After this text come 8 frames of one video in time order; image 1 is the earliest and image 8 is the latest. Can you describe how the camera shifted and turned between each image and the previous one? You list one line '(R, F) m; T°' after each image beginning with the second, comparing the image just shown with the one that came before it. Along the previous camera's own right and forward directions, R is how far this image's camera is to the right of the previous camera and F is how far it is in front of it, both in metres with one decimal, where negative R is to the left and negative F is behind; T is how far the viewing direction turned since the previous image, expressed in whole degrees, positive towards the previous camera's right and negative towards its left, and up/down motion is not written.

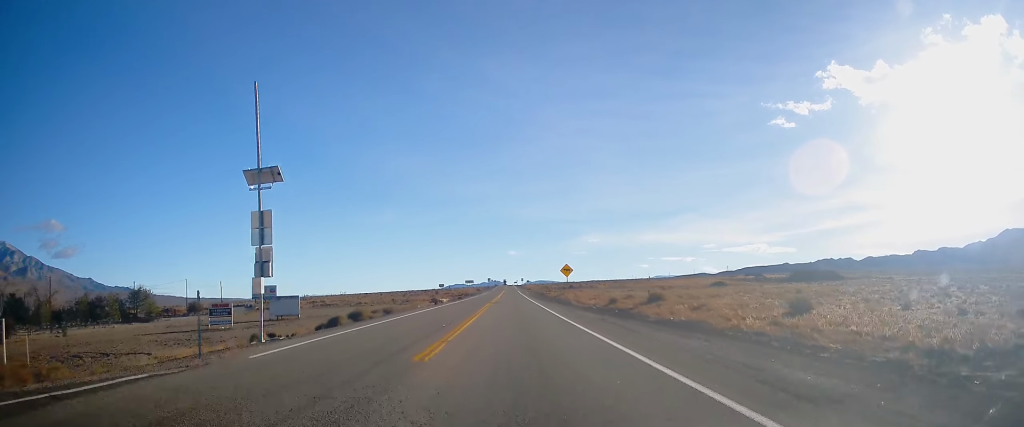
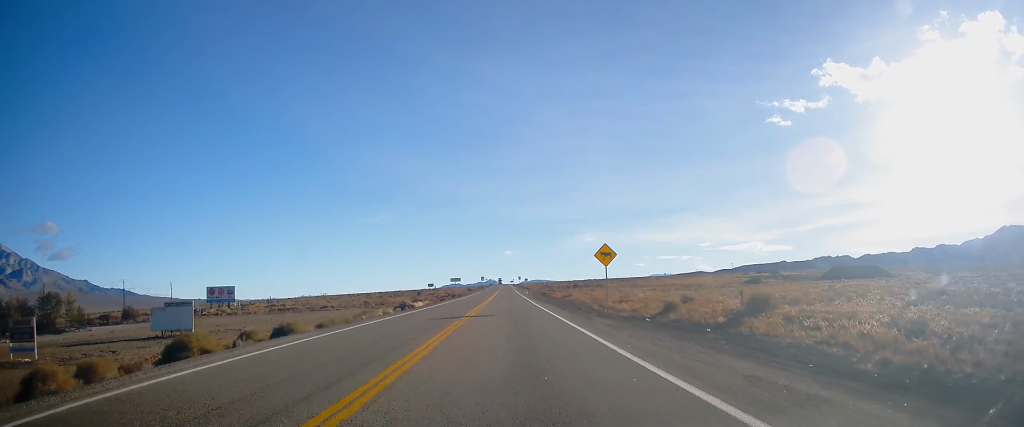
(0.0, +24.3) m; +1°
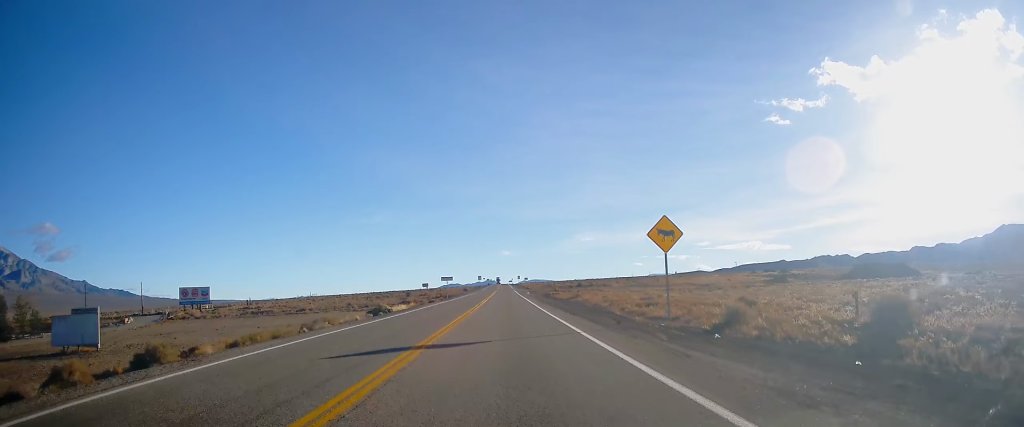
(+0.1, +12.3) m; 0°
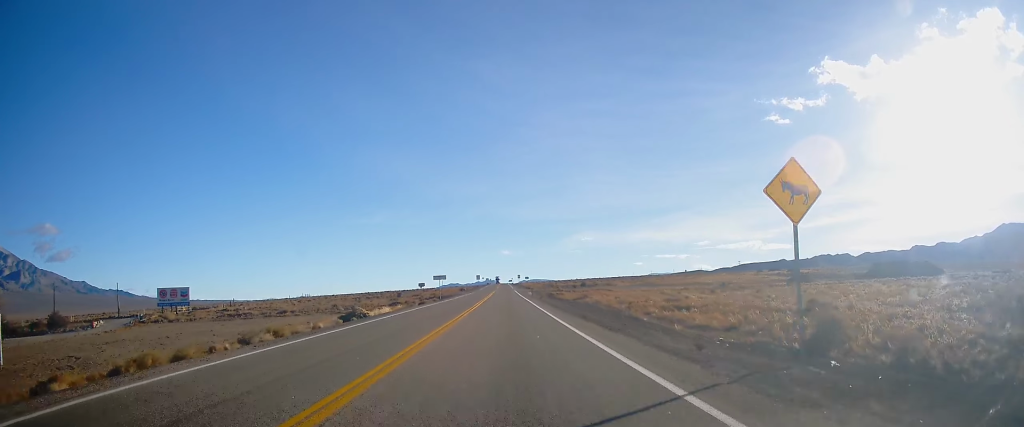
(0.0, +9.1) m; -1°
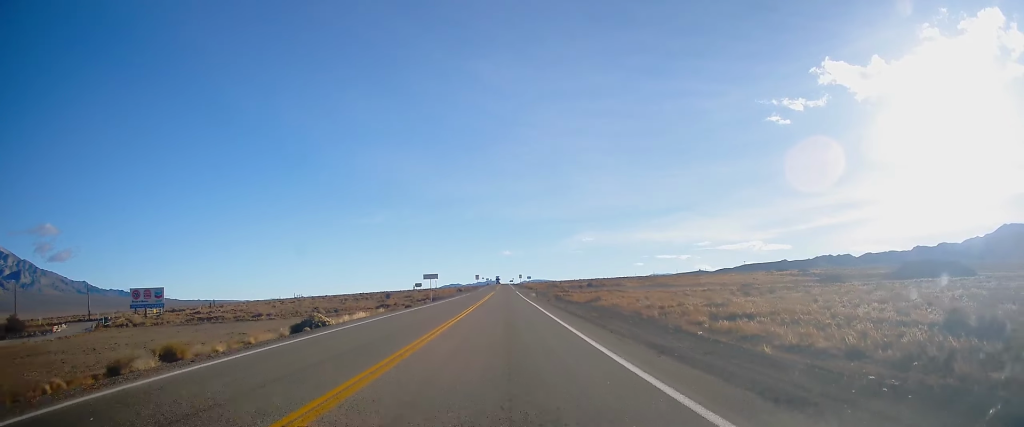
(-0.1, +10.4) m; 0°
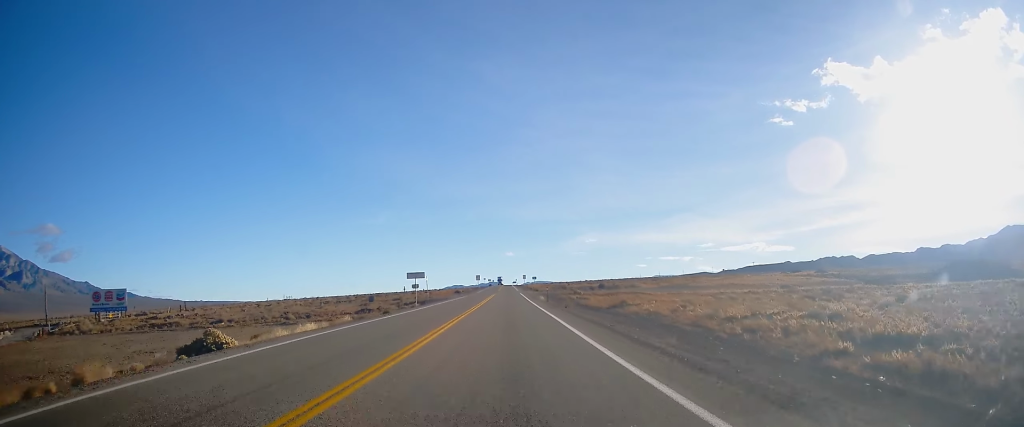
(-0.3, +13.8) m; 0°
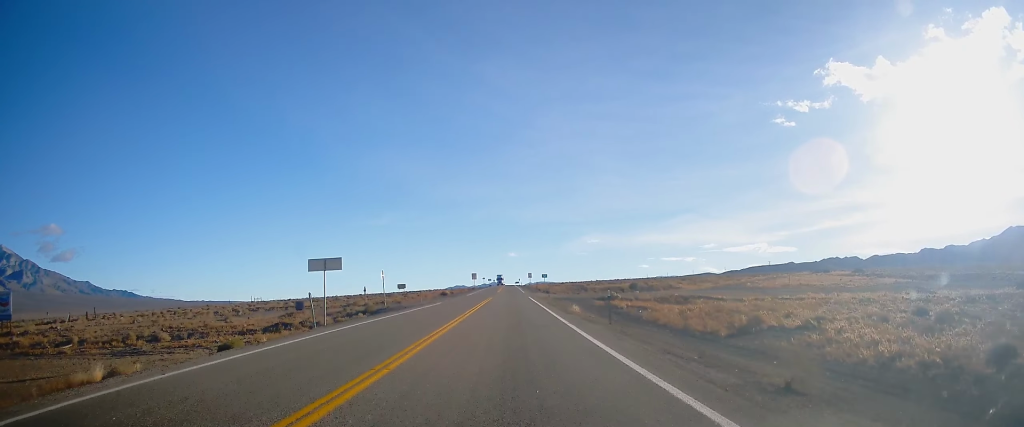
(+0.1, +30.0) m; 0°
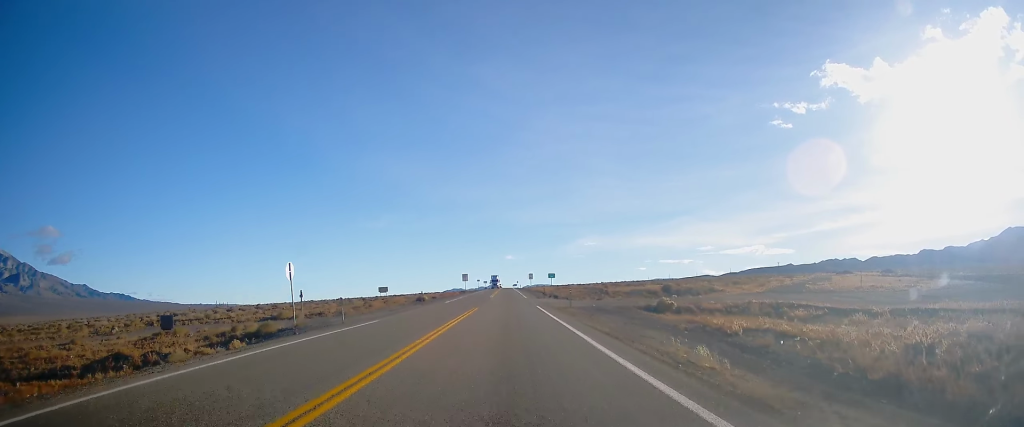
(0.0, +22.5) m; +1°
